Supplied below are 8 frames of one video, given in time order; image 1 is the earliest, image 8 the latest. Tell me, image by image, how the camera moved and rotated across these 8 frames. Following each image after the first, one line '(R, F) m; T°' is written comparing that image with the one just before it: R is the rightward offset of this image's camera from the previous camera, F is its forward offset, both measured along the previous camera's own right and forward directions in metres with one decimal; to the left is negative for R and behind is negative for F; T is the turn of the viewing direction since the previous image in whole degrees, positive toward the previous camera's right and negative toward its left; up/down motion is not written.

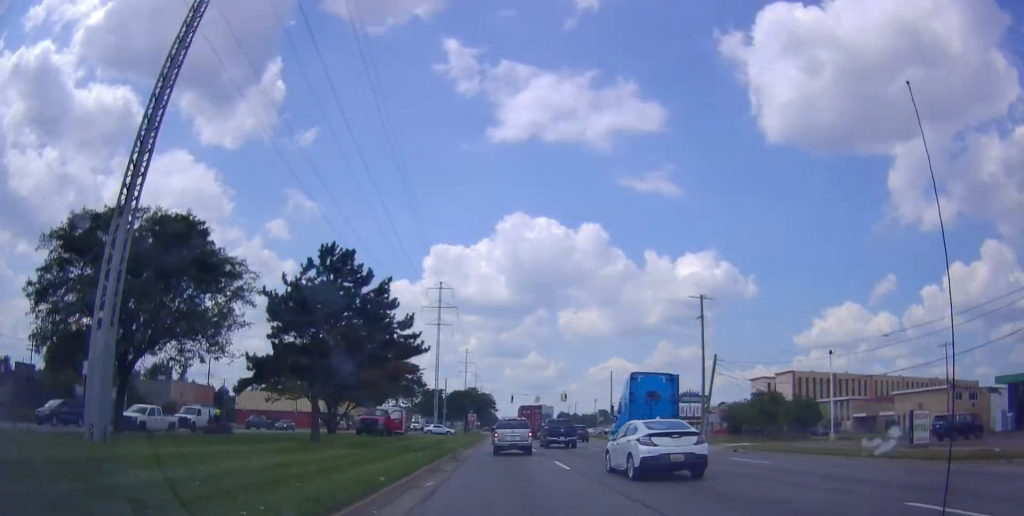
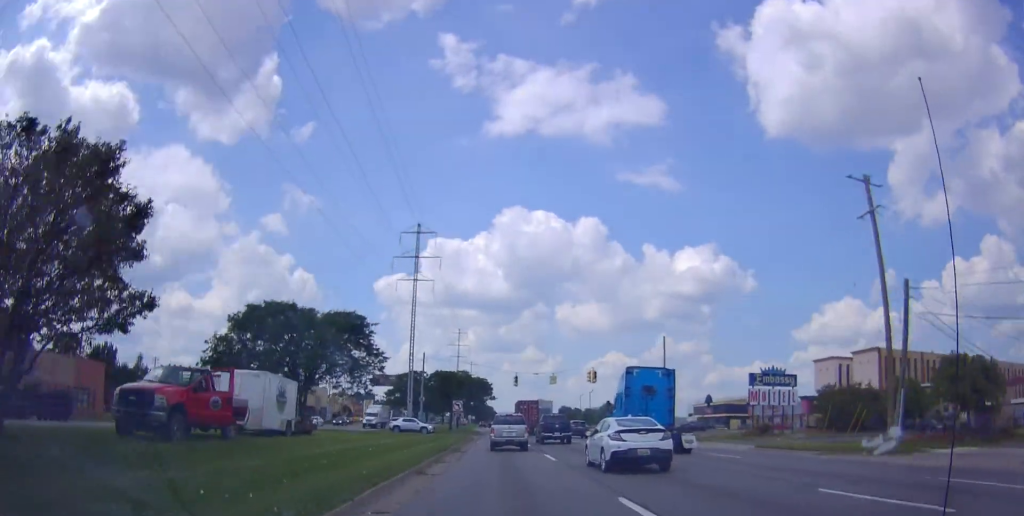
(-0.4, +27.8) m; -2°
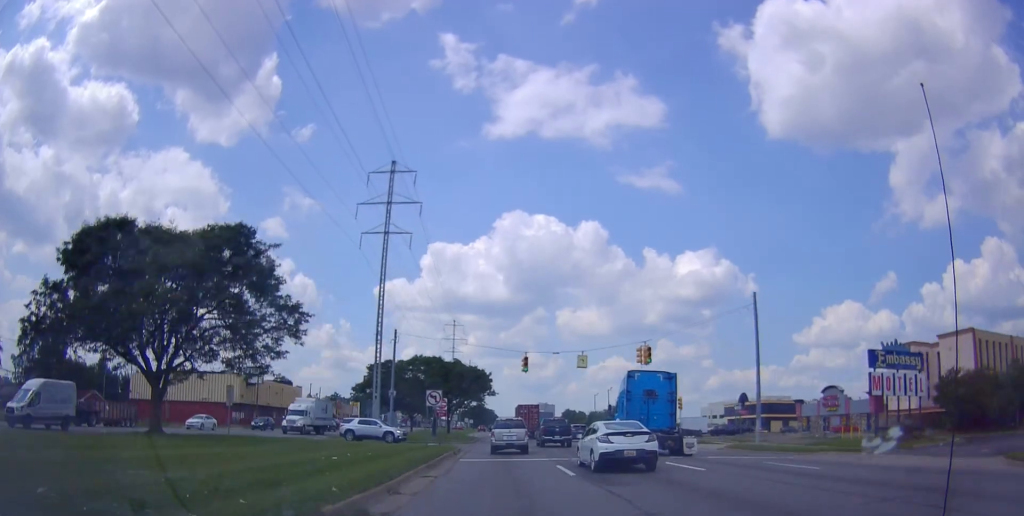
(-0.1, +20.8) m; 0°
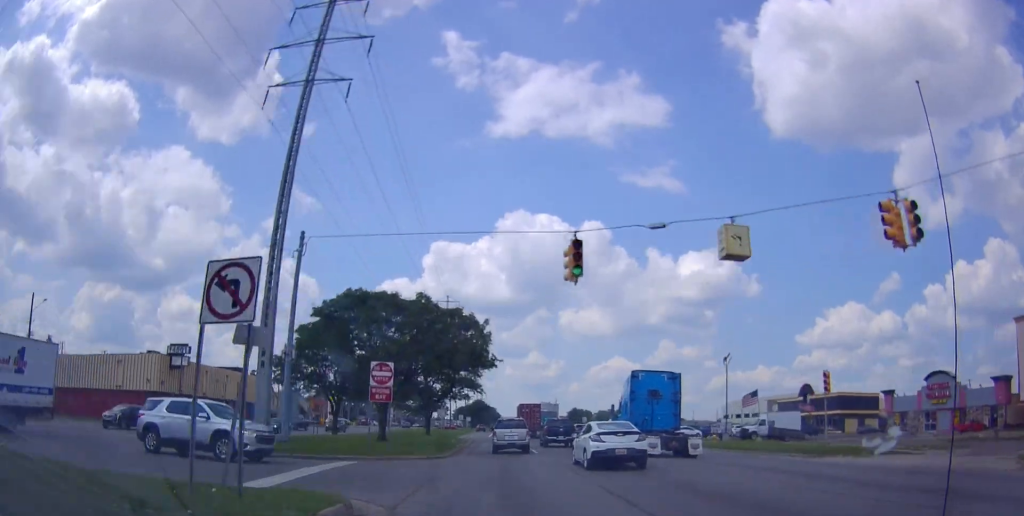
(-0.2, +26.7) m; 0°
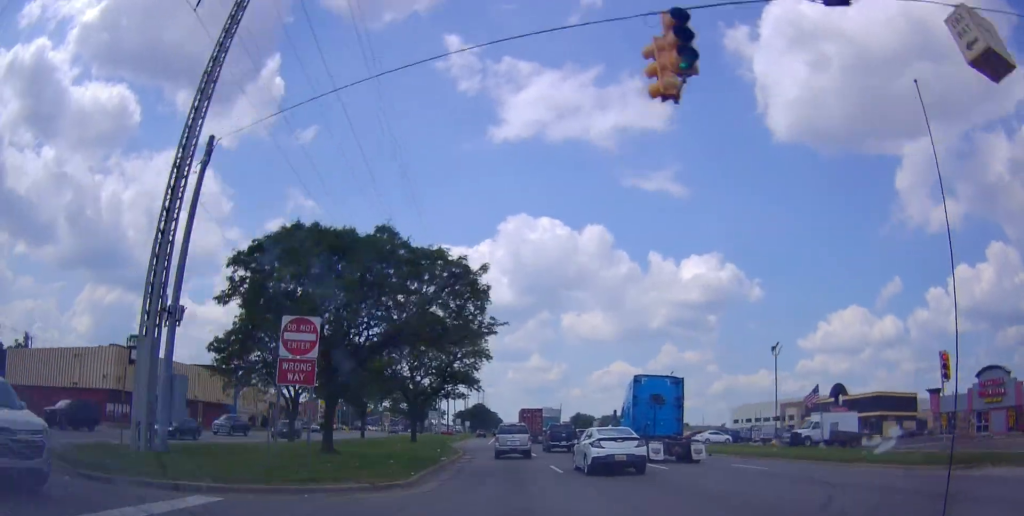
(+0.2, +10.2) m; 0°
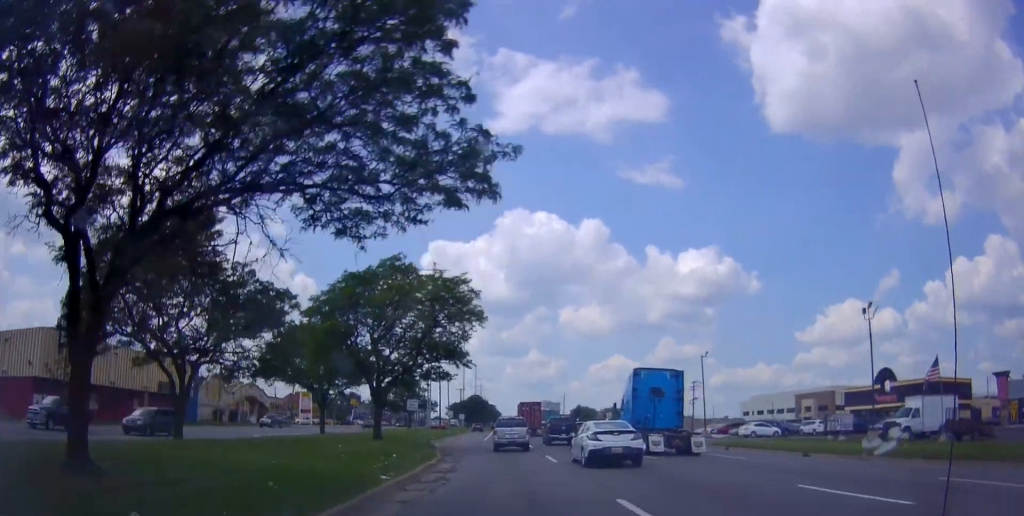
(+0.2, +13.4) m; 0°
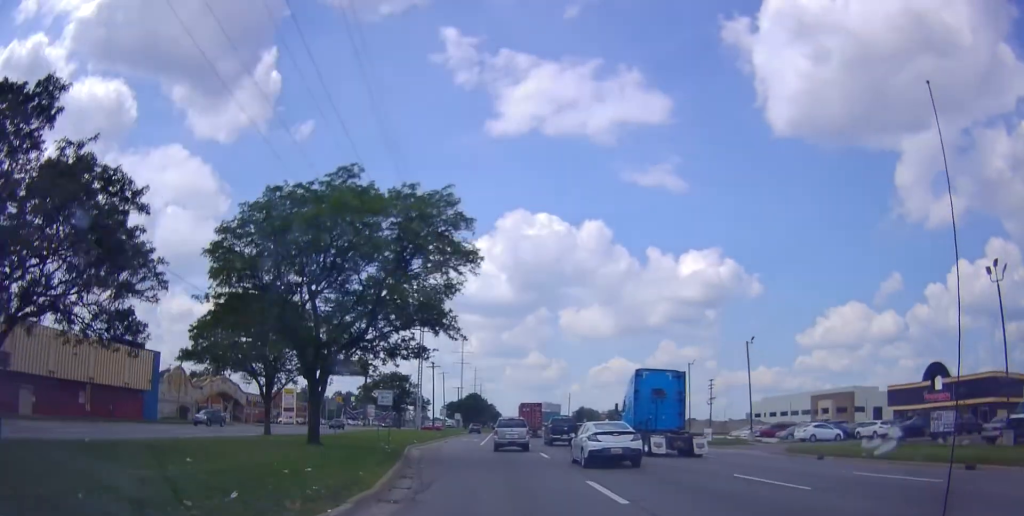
(-0.3, +11.5) m; -1°
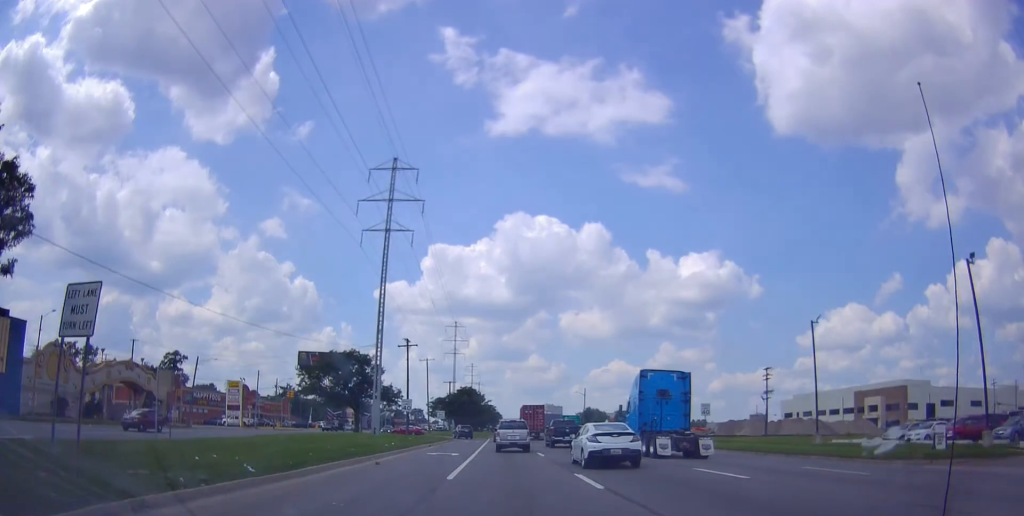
(0.0, +27.6) m; +2°
